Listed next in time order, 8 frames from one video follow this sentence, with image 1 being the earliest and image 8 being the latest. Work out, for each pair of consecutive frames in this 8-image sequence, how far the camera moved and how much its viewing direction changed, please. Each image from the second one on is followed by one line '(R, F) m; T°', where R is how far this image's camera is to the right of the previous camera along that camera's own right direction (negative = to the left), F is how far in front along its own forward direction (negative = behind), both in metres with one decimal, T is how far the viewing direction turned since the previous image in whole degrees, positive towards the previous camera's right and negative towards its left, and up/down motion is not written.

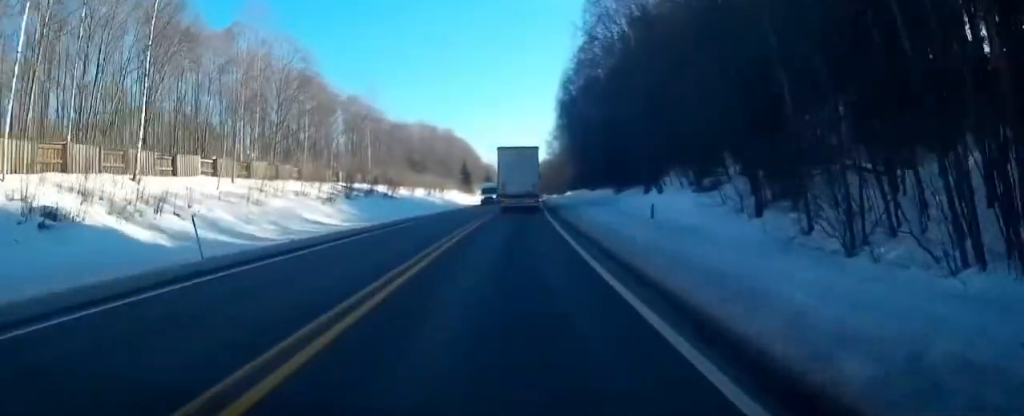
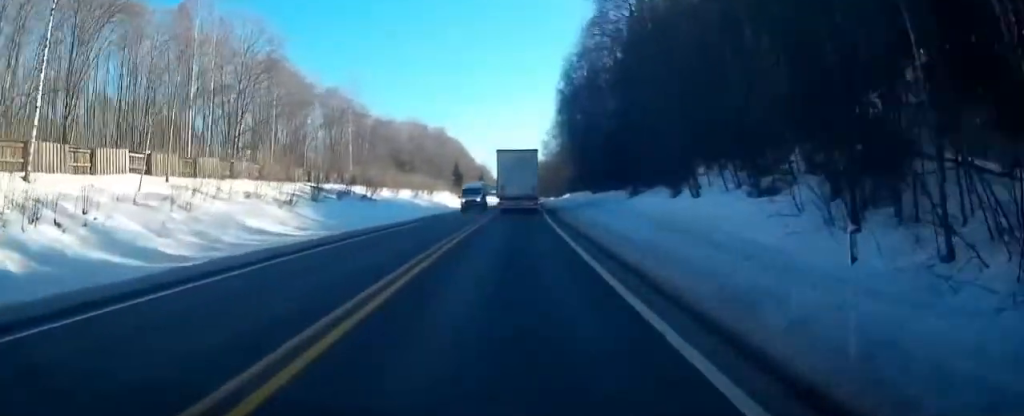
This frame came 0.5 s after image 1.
(0.0, +7.1) m; +1°
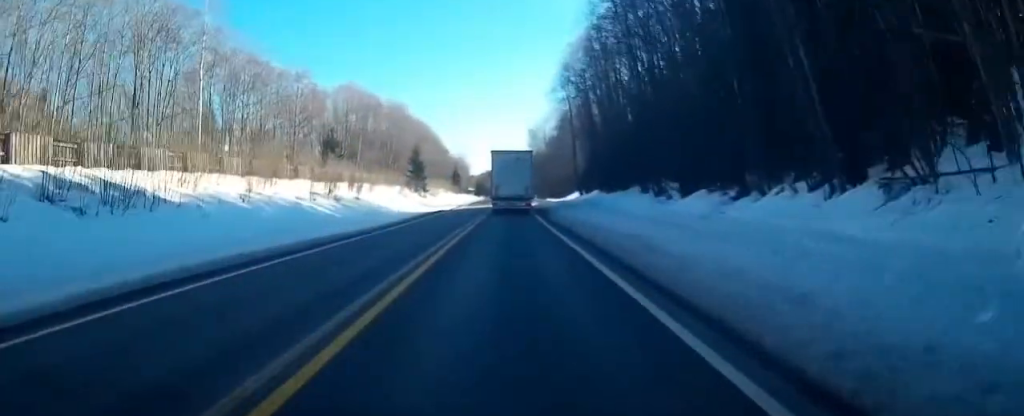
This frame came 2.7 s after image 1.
(+1.3, +33.9) m; +3°
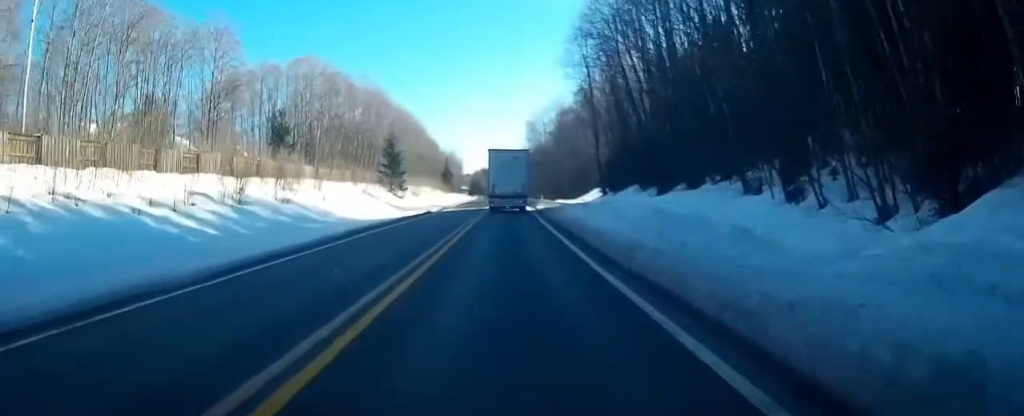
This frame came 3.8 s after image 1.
(0.0, +16.6) m; +1°
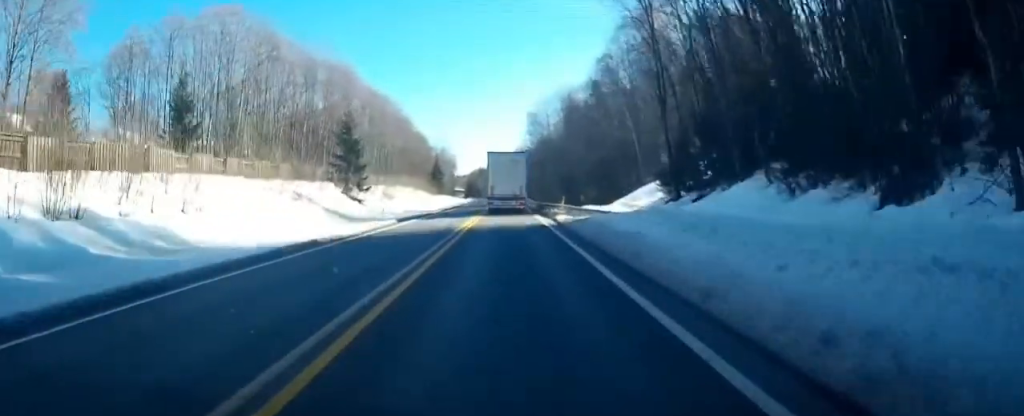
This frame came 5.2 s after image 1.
(+0.2, +19.3) m; 0°
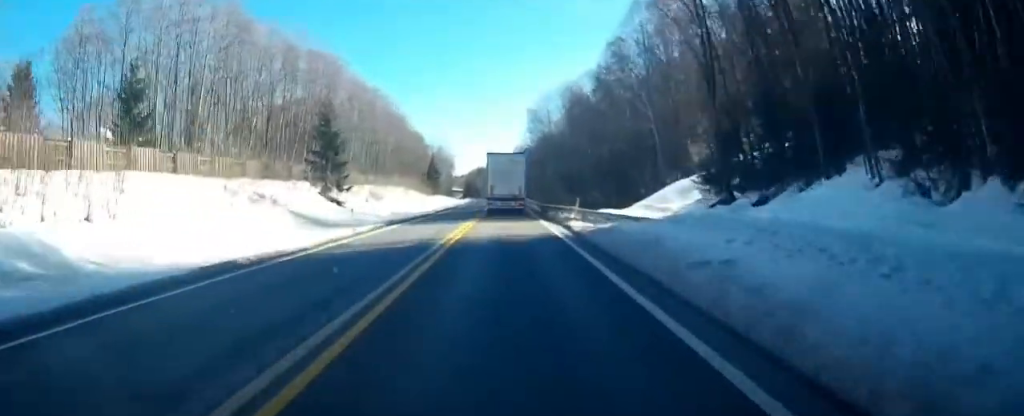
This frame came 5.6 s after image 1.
(0.0, +6.2) m; 0°
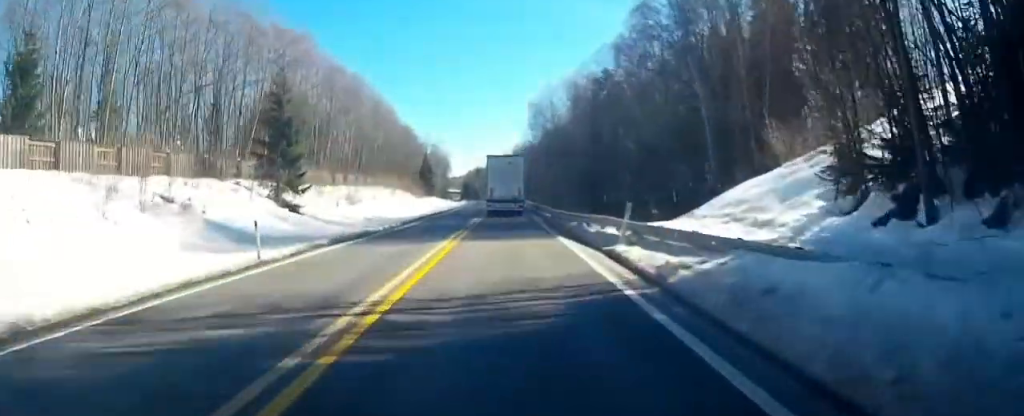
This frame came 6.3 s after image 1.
(0.0, +9.9) m; +1°
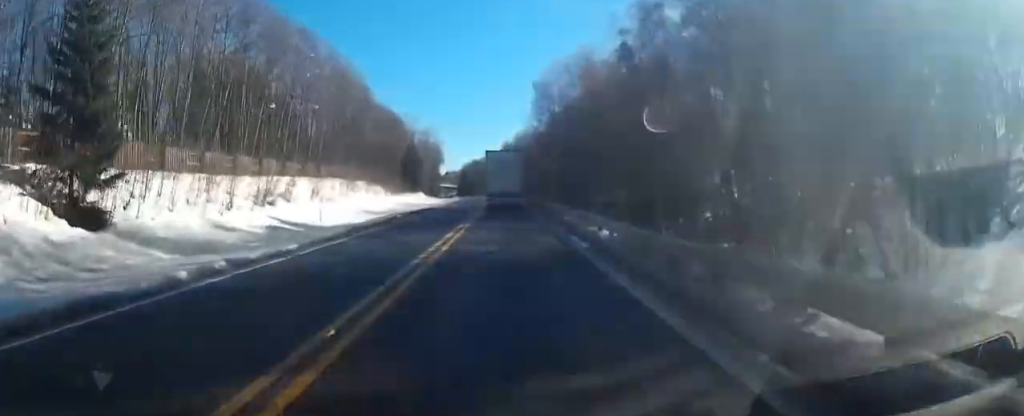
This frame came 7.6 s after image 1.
(+0.5, +19.0) m; 0°
